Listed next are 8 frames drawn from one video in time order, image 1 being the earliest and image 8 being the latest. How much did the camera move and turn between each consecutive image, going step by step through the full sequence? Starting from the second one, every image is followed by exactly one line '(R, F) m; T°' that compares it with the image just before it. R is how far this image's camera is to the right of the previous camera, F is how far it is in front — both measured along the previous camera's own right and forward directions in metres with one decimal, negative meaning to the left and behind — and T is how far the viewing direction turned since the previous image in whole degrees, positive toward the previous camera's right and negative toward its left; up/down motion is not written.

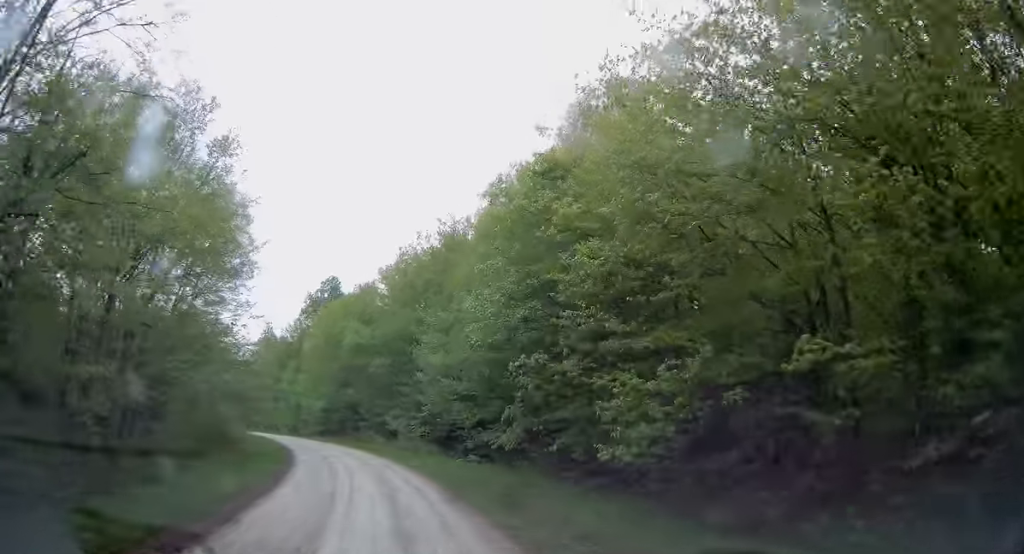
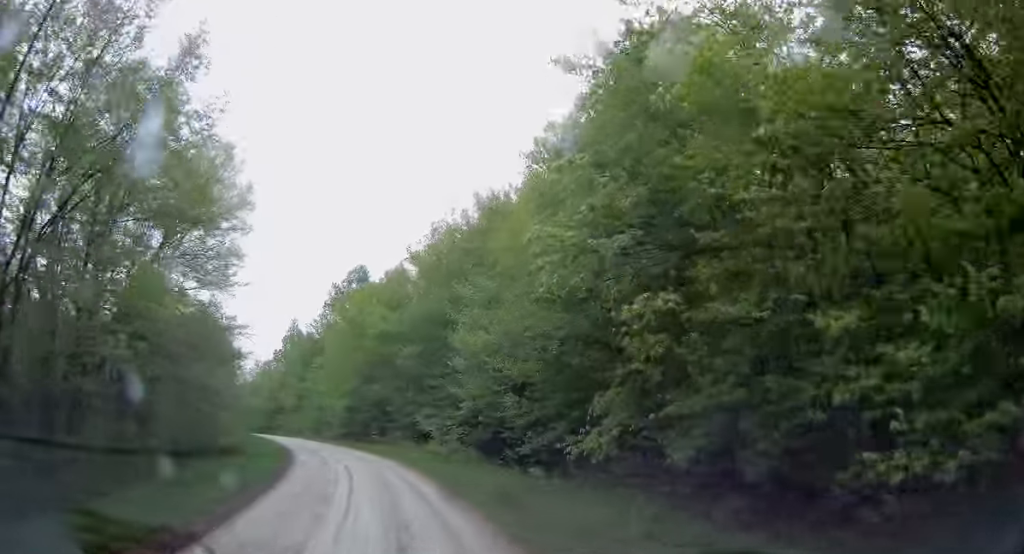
(-0.2, +7.2) m; -3°
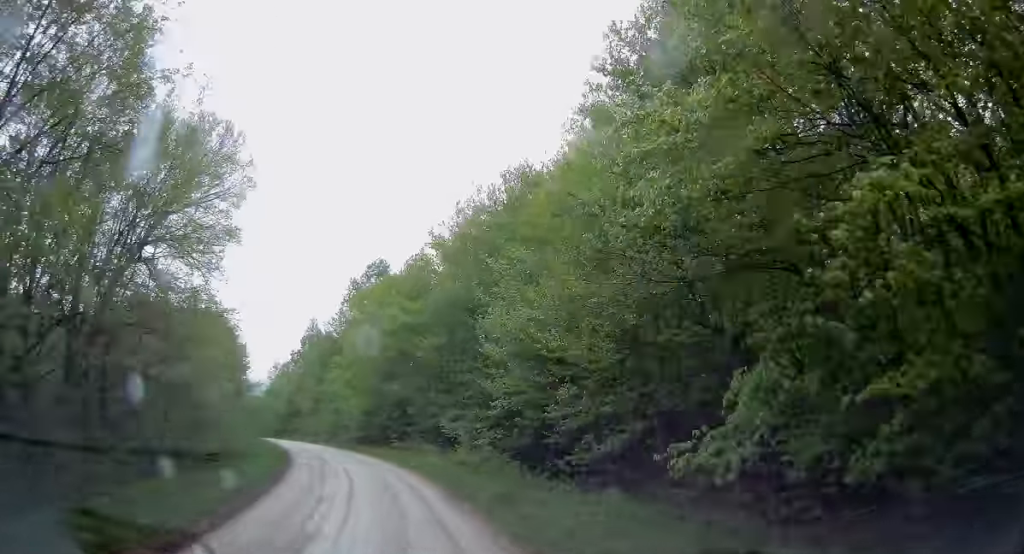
(-0.1, +4.8) m; -3°
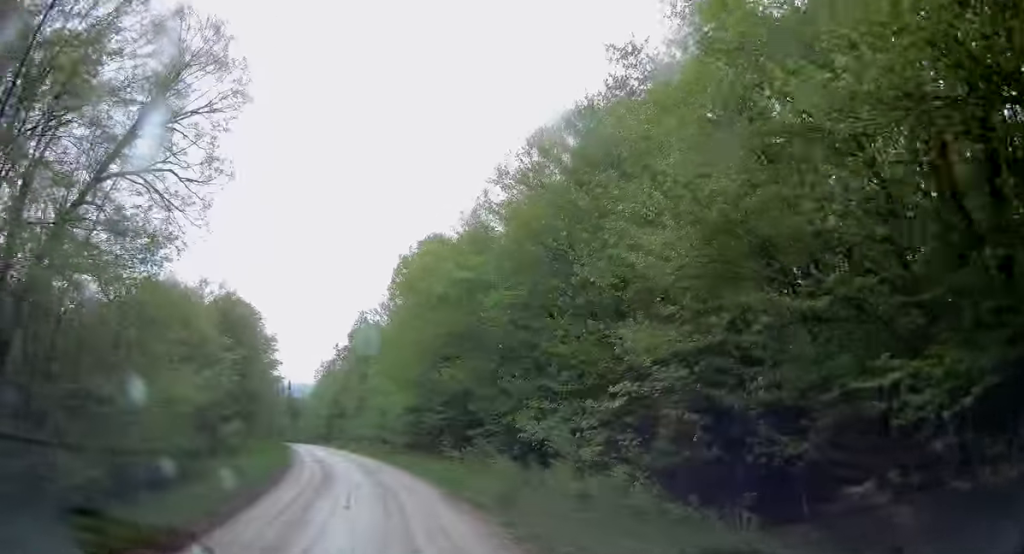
(-0.6, +10.9) m; -7°
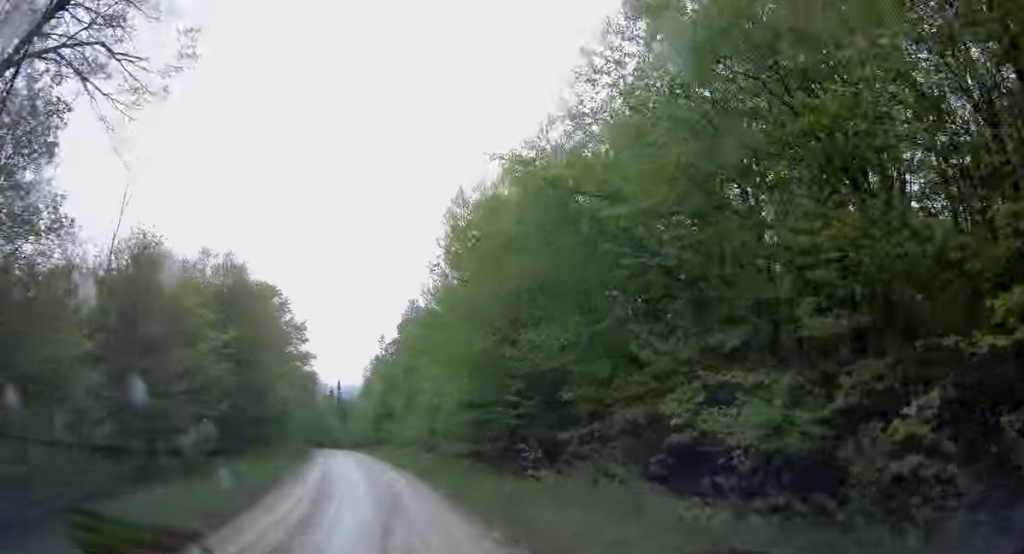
(-0.6, +10.6) m; -6°
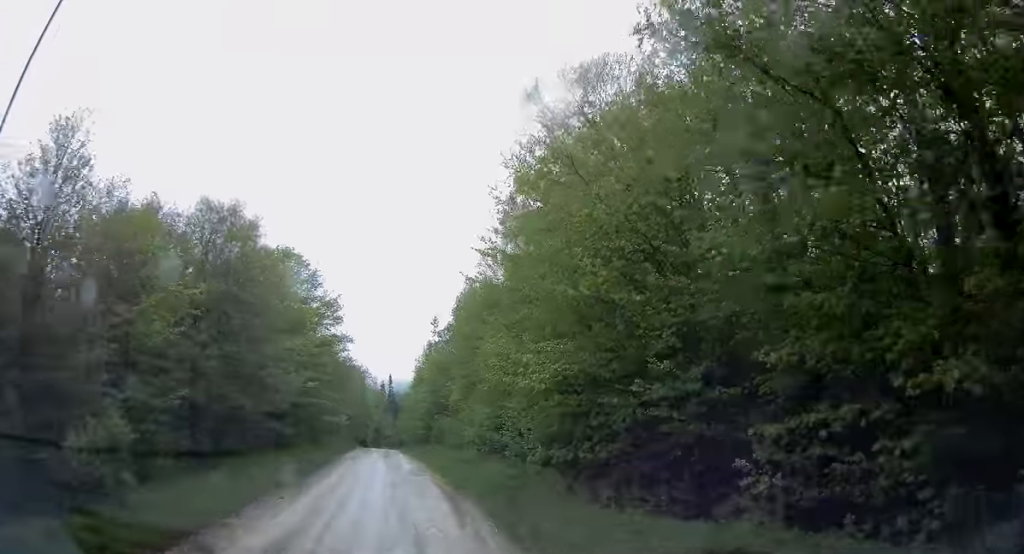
(-0.4, +9.3) m; -5°
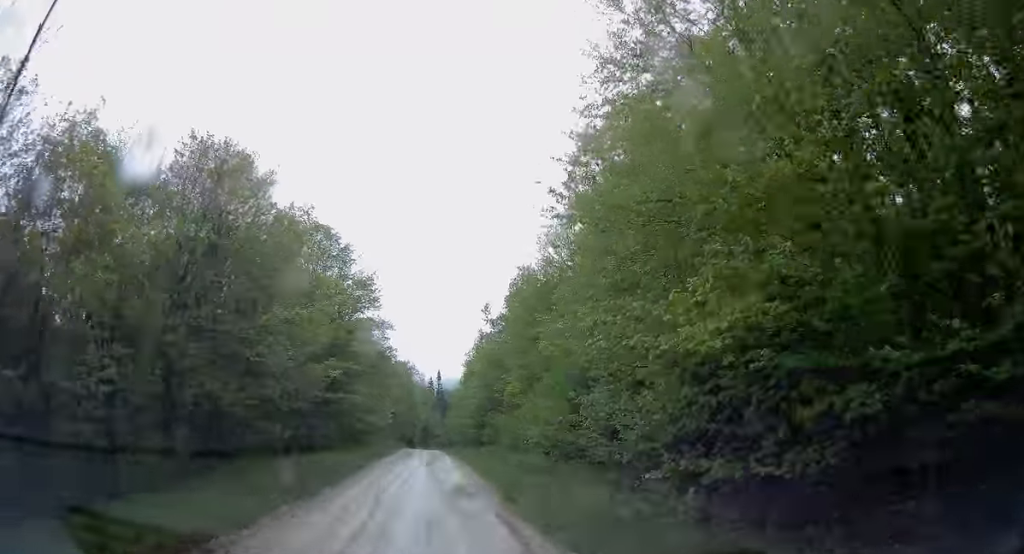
(-0.2, +6.6) m; -4°
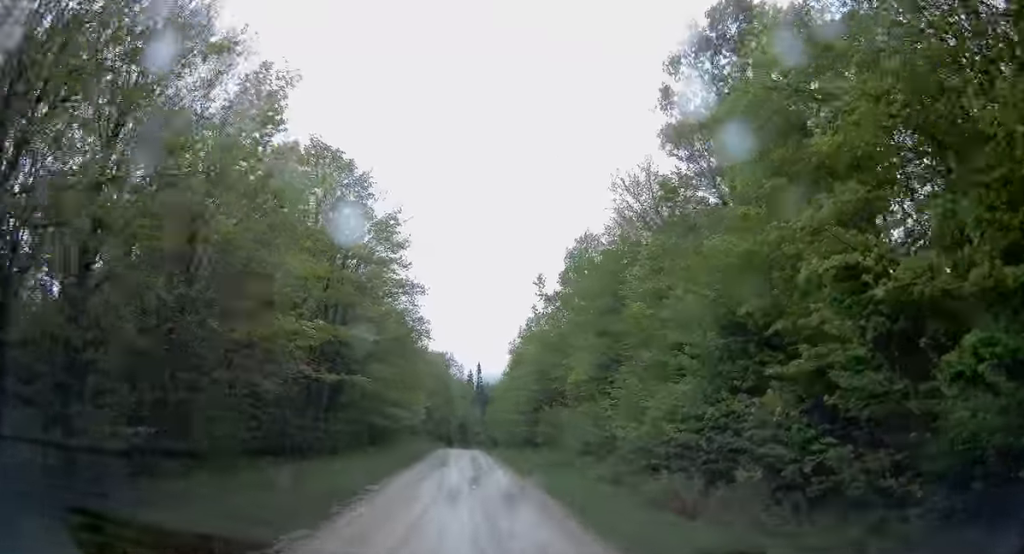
(-0.6, +10.8) m; -3°
